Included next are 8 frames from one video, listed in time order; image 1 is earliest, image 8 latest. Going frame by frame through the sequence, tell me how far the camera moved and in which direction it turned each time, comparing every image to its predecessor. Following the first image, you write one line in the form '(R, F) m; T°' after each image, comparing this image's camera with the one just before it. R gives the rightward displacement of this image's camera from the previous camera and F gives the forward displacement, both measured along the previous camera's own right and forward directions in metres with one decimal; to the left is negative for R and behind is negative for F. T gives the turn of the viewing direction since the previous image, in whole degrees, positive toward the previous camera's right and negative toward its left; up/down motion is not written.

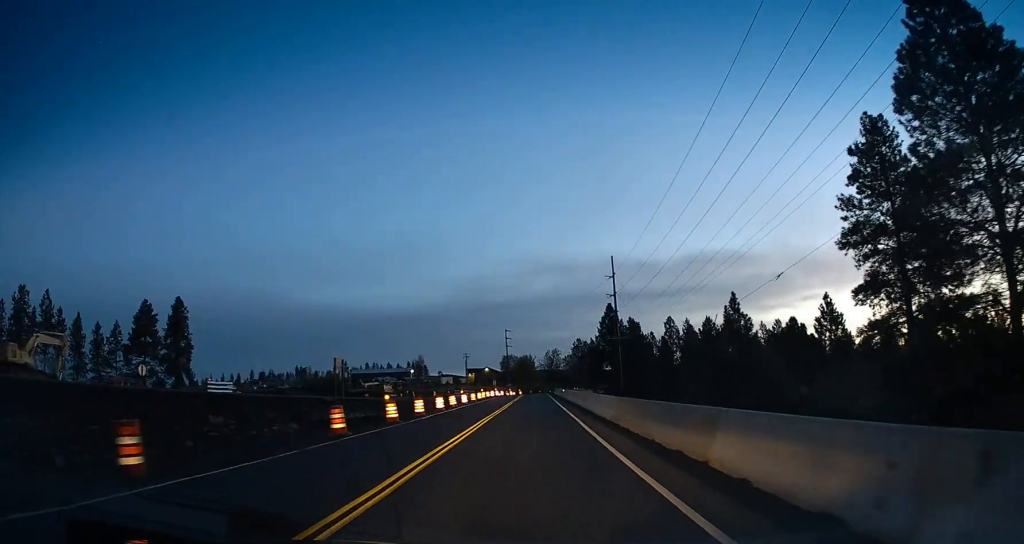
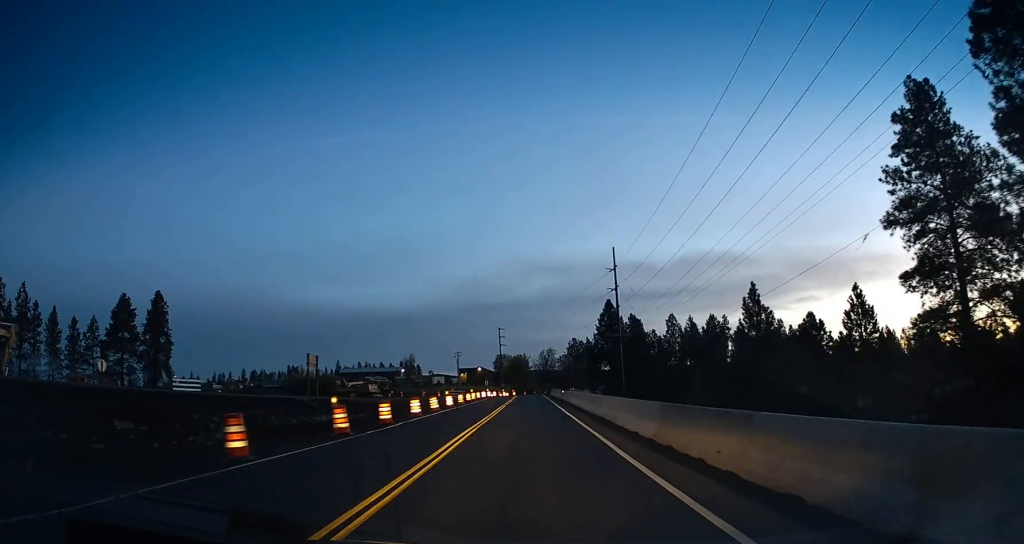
(+0.3, +7.0) m; +2°
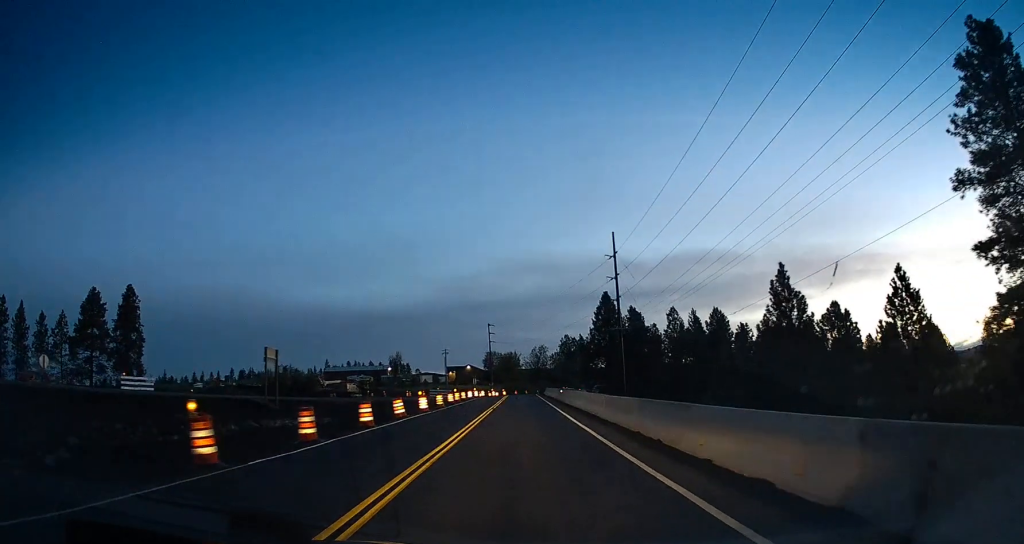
(+0.1, +8.6) m; 0°
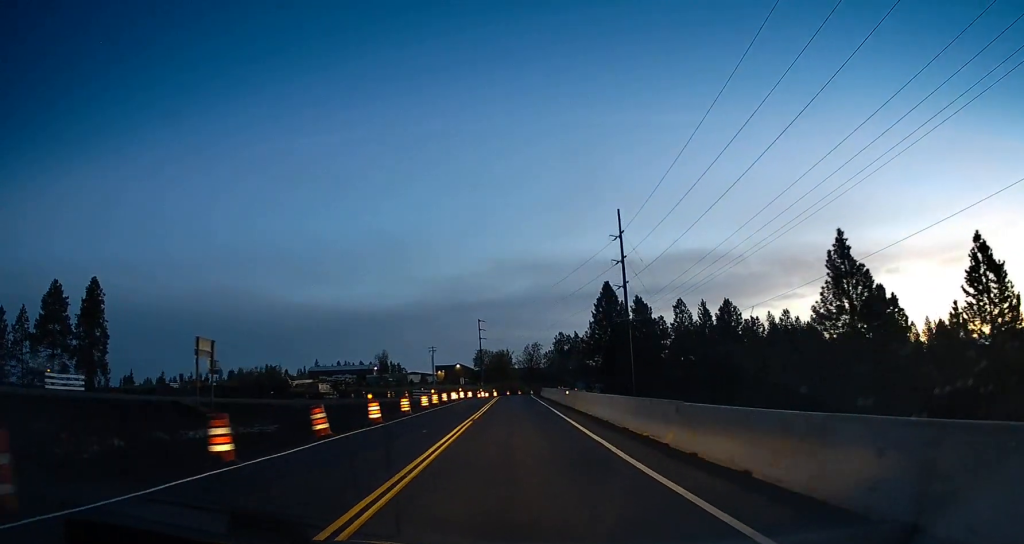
(0.0, +11.1) m; +1°
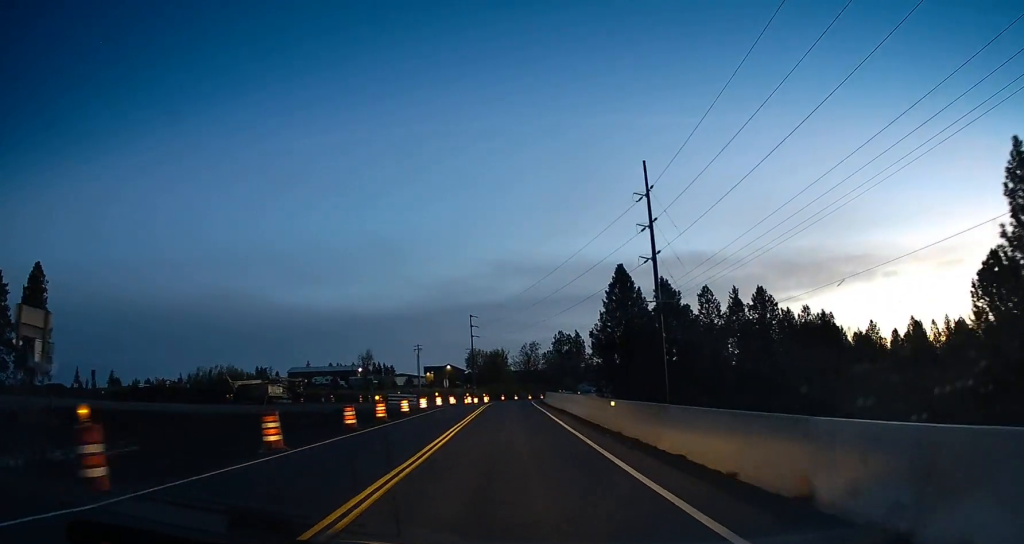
(+0.6, +17.8) m; +3°
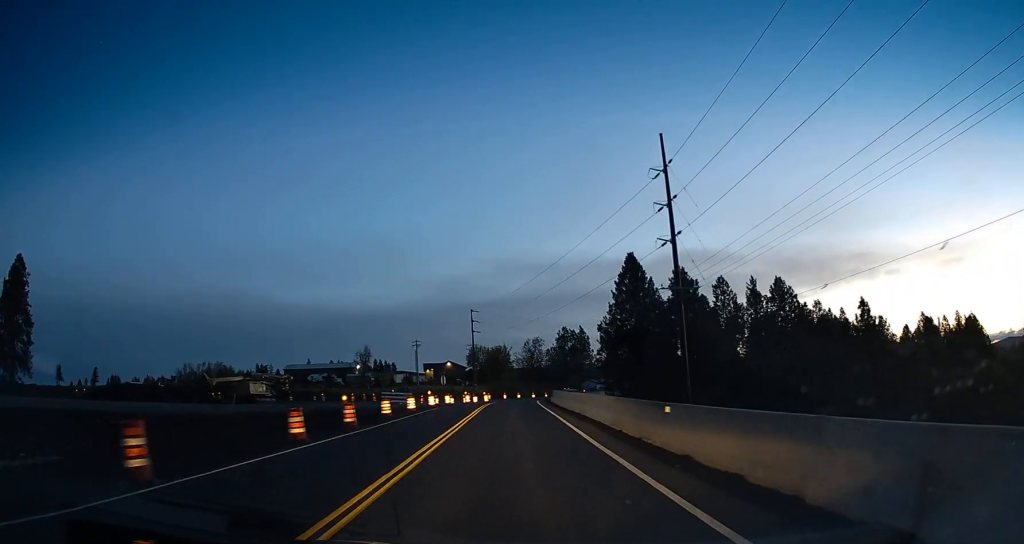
(+0.2, +6.2) m; -1°
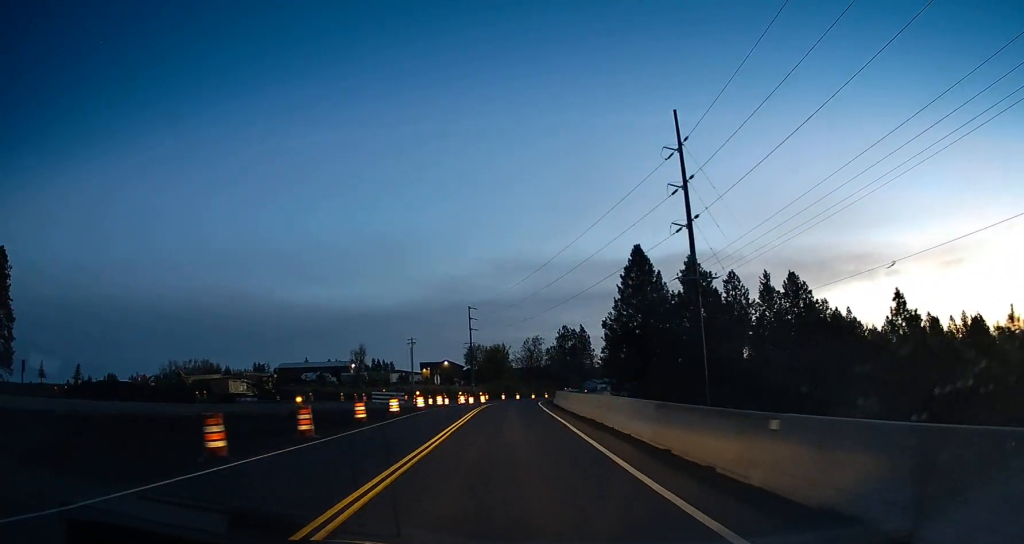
(0.0, +5.0) m; 0°
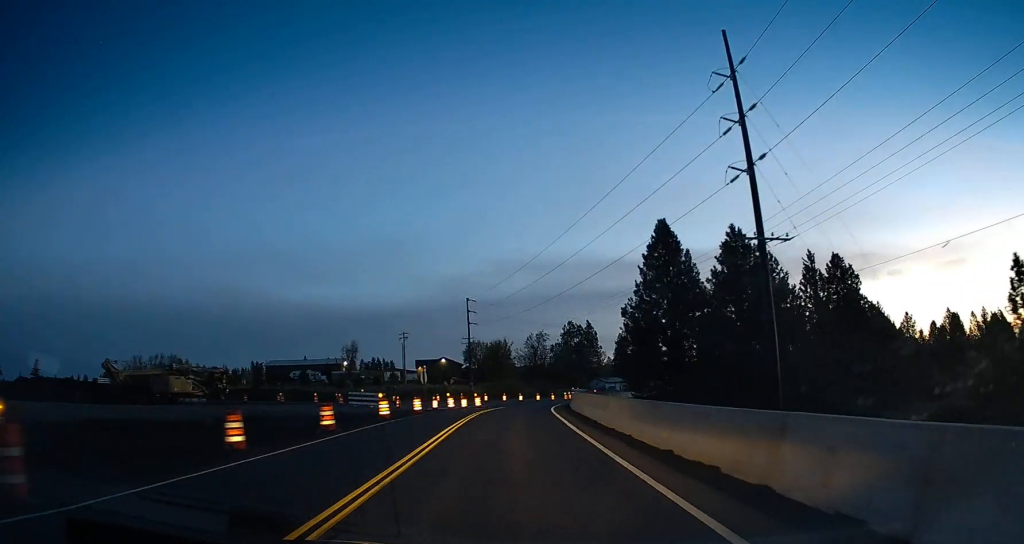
(-0.3, +12.5) m; 0°
